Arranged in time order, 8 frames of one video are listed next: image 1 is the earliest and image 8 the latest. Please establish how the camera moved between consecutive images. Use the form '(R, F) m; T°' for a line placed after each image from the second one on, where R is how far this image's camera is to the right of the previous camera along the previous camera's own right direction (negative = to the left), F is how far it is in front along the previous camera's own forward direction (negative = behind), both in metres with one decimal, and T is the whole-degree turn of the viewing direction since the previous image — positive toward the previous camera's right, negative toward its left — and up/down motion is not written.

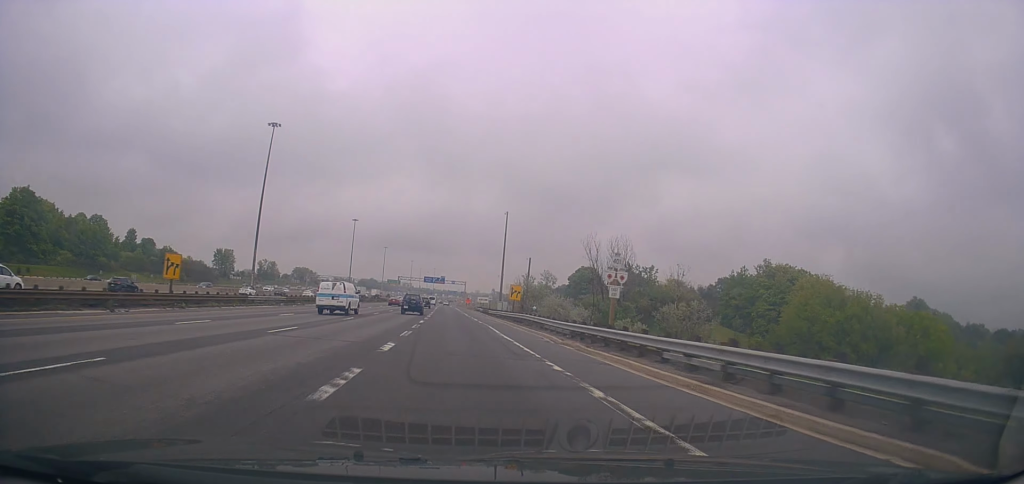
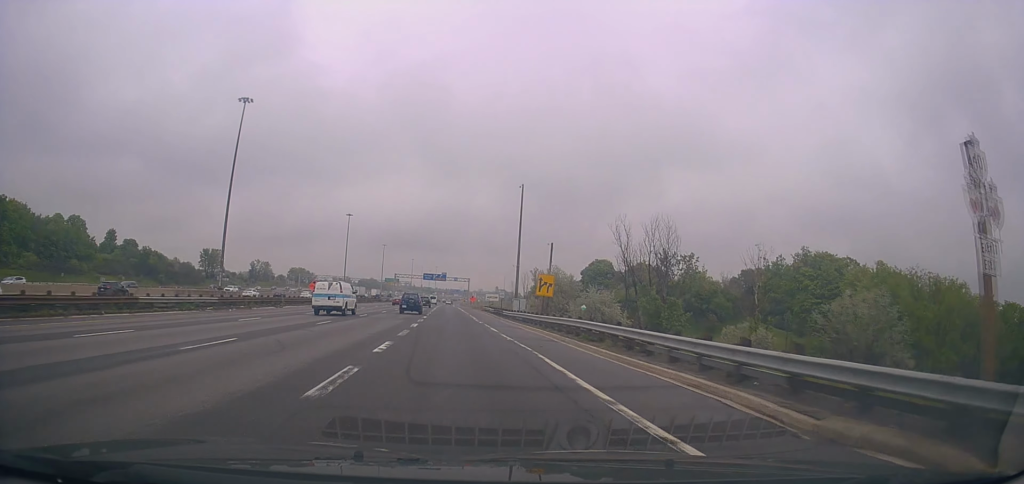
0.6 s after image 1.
(+0.2, +18.4) m; -1°
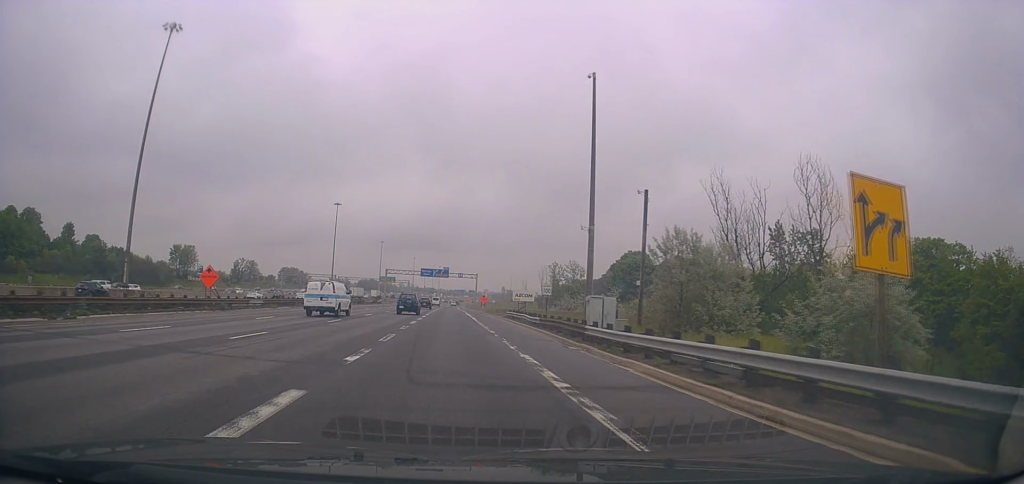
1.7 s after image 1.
(-0.5, +33.4) m; -2°
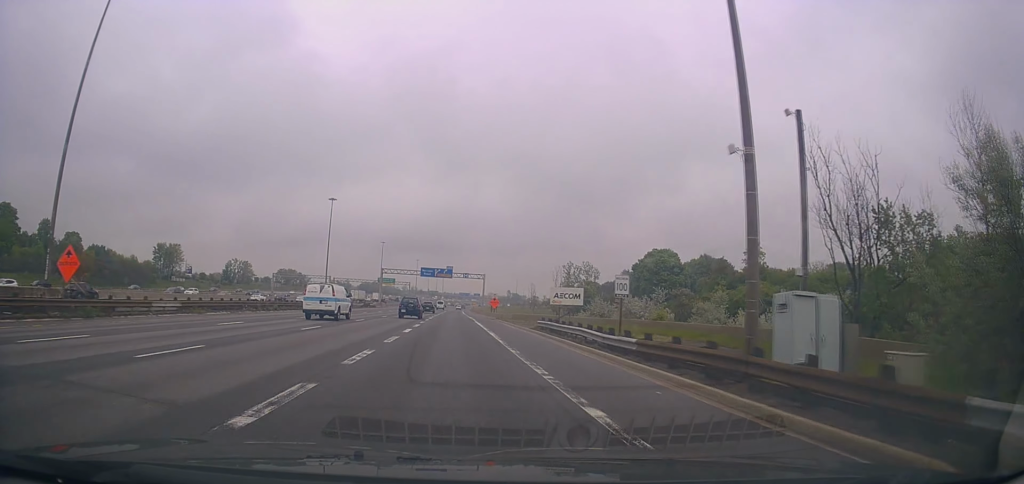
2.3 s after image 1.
(-0.1, +16.6) m; 0°
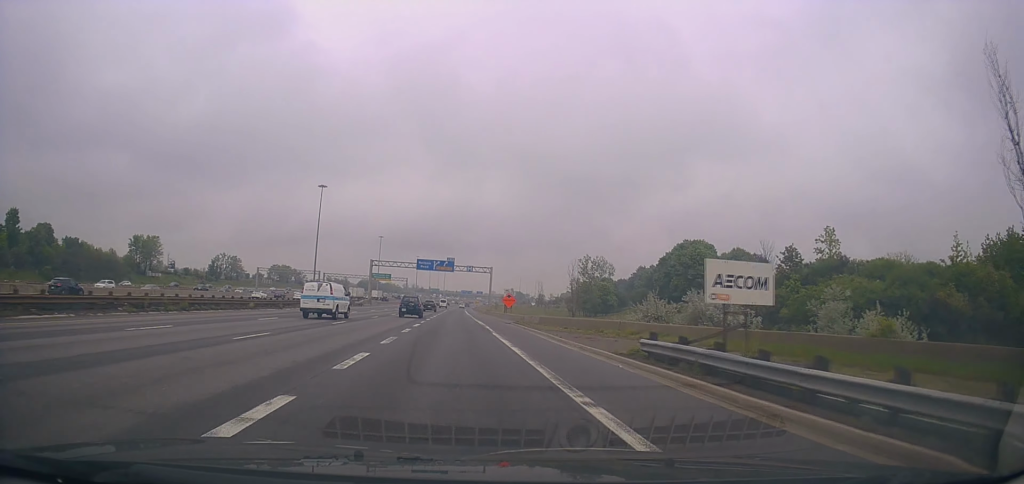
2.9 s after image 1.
(-0.1, +18.6) m; 0°
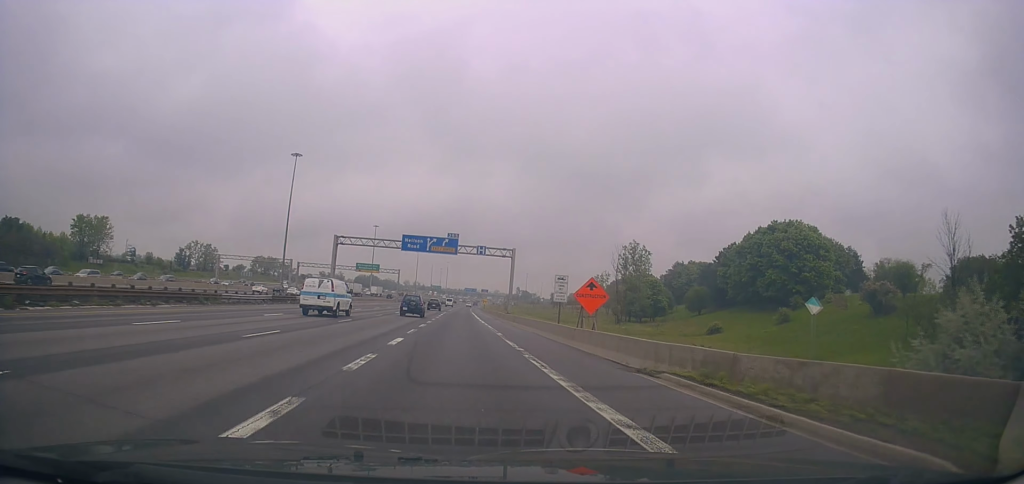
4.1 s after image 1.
(+0.4, +37.5) m; 0°
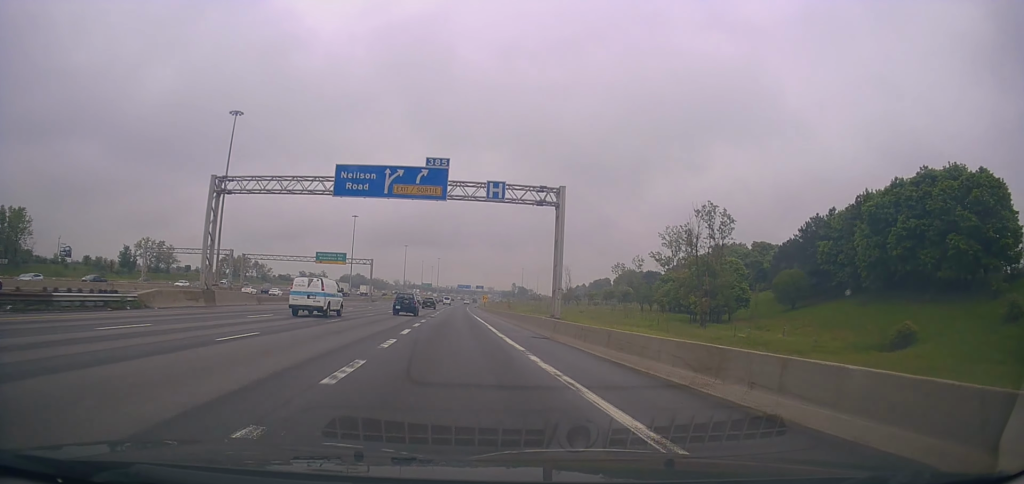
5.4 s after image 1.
(-0.4, +37.2) m; 0°
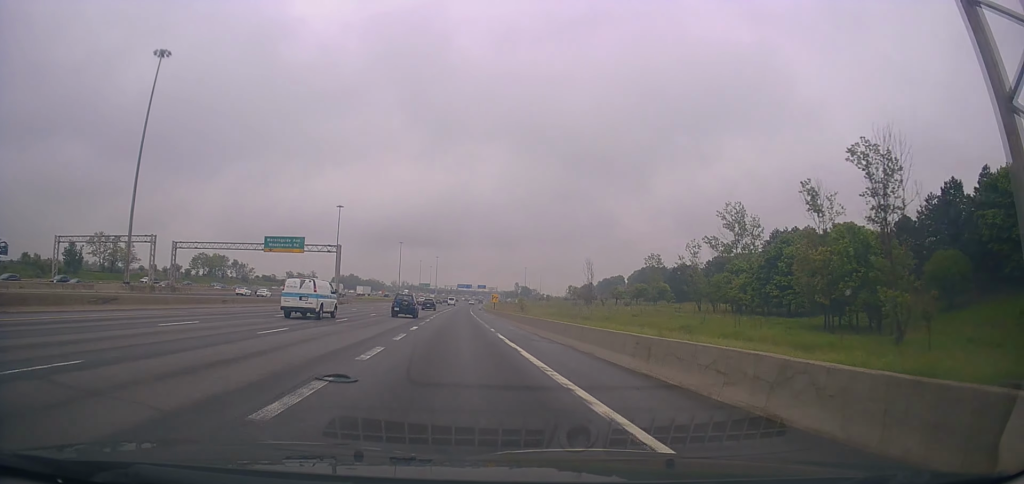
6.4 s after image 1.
(+0.1, +32.7) m; 0°
